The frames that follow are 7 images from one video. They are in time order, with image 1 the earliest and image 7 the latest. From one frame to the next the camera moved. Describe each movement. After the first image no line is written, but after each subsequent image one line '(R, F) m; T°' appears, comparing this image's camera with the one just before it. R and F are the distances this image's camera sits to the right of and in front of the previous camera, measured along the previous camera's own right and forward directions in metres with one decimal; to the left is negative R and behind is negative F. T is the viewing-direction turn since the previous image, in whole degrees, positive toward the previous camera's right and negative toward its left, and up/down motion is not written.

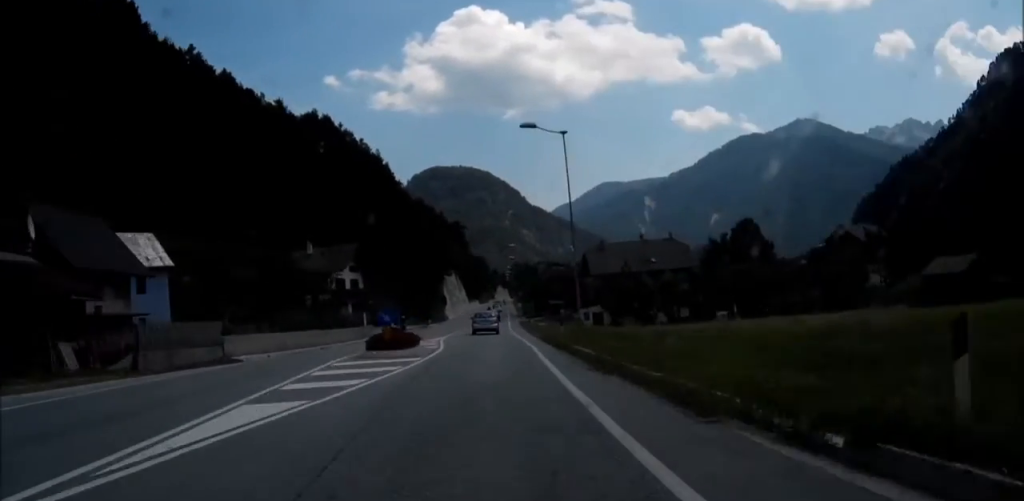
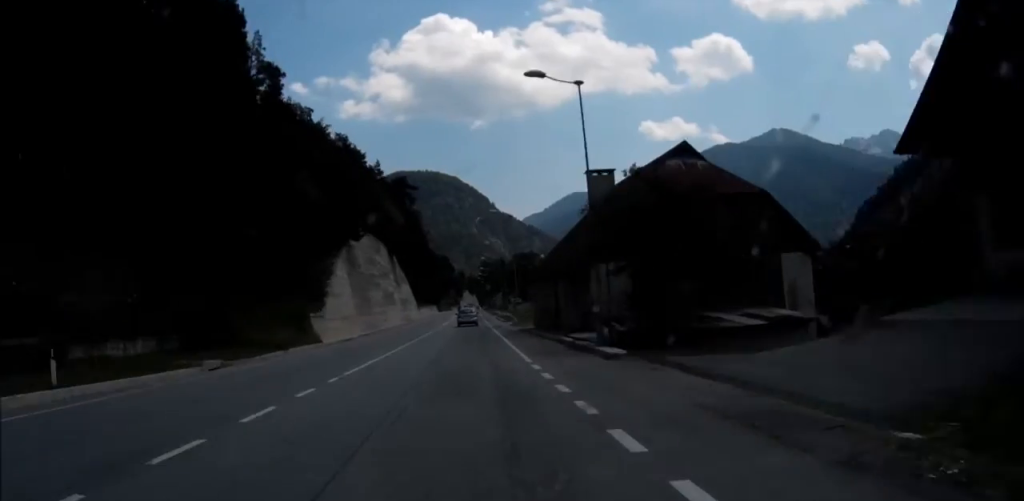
(+2.3, +80.5) m; +1°
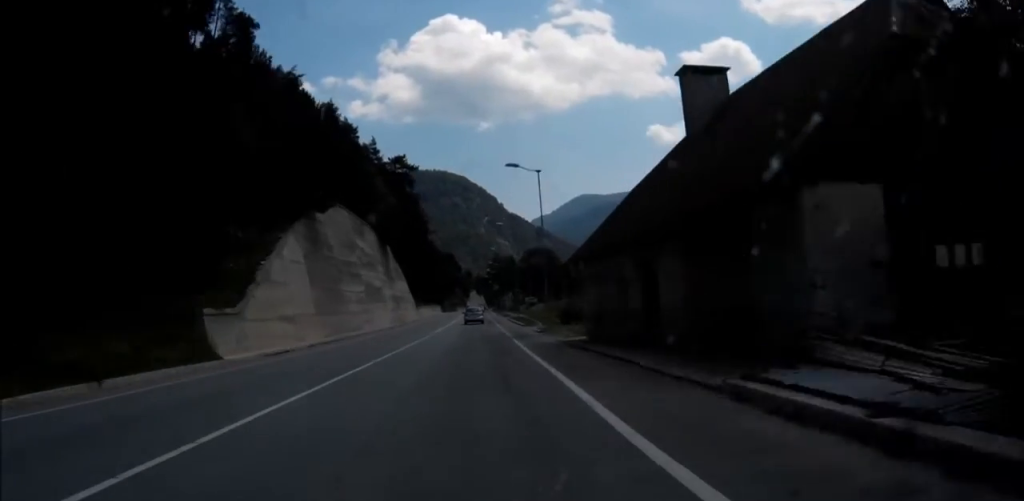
(-0.1, +18.0) m; 0°
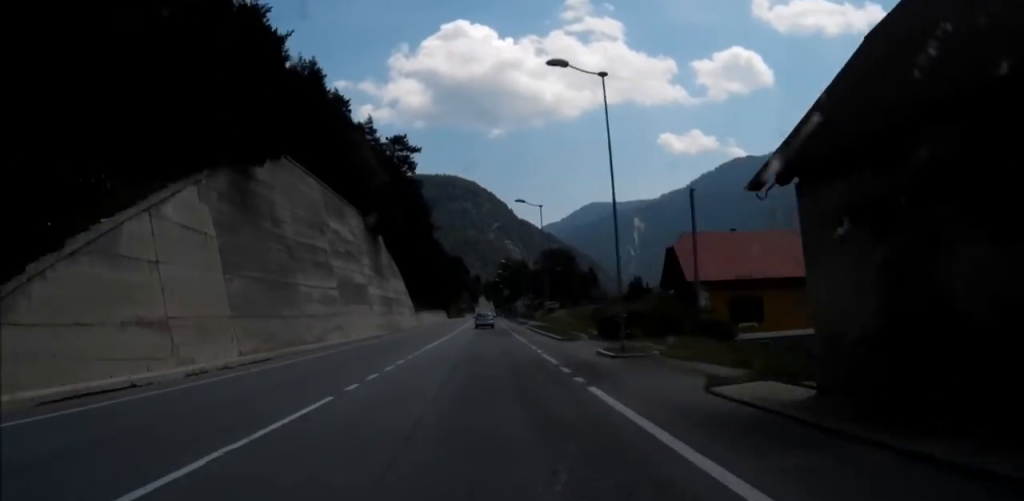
(0.0, +17.4) m; 0°
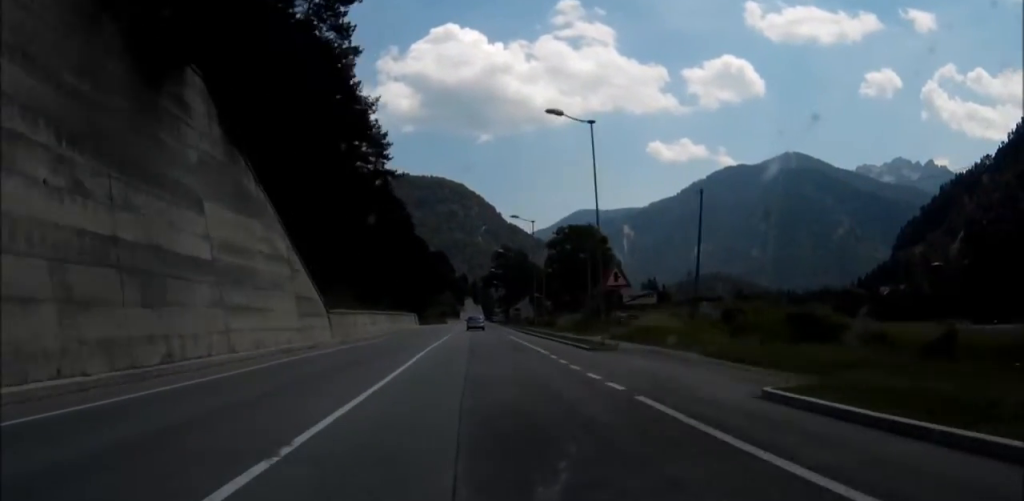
(-0.1, +51.9) m; 0°
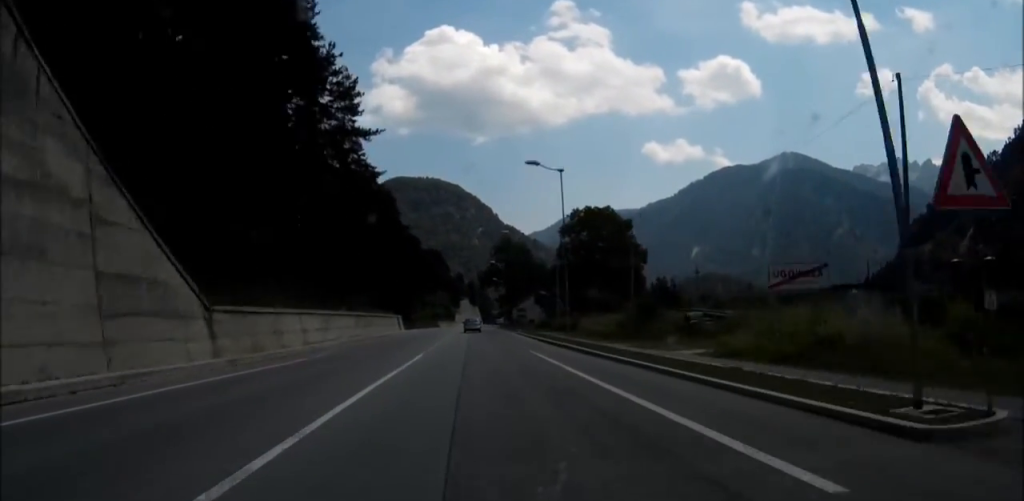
(+0.1, +19.5) m; +1°
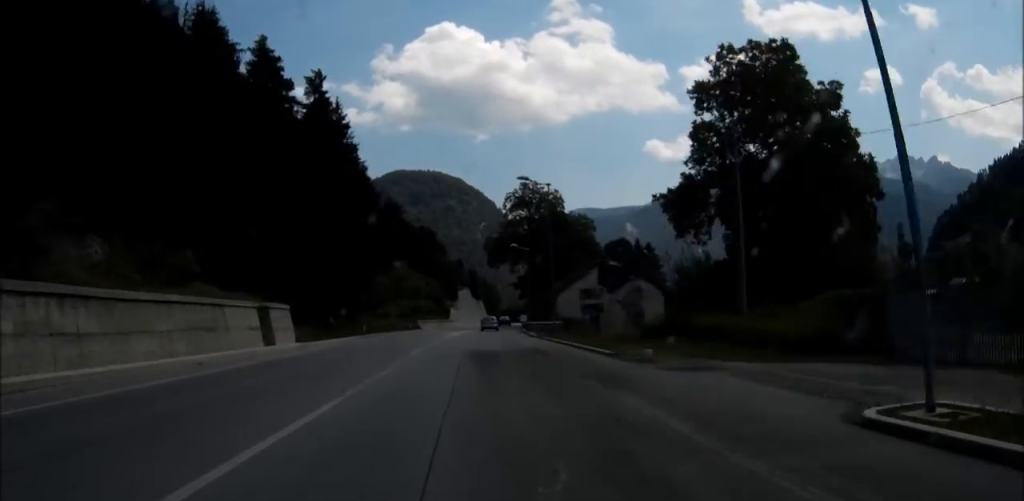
(+1.1, +56.6) m; +3°
